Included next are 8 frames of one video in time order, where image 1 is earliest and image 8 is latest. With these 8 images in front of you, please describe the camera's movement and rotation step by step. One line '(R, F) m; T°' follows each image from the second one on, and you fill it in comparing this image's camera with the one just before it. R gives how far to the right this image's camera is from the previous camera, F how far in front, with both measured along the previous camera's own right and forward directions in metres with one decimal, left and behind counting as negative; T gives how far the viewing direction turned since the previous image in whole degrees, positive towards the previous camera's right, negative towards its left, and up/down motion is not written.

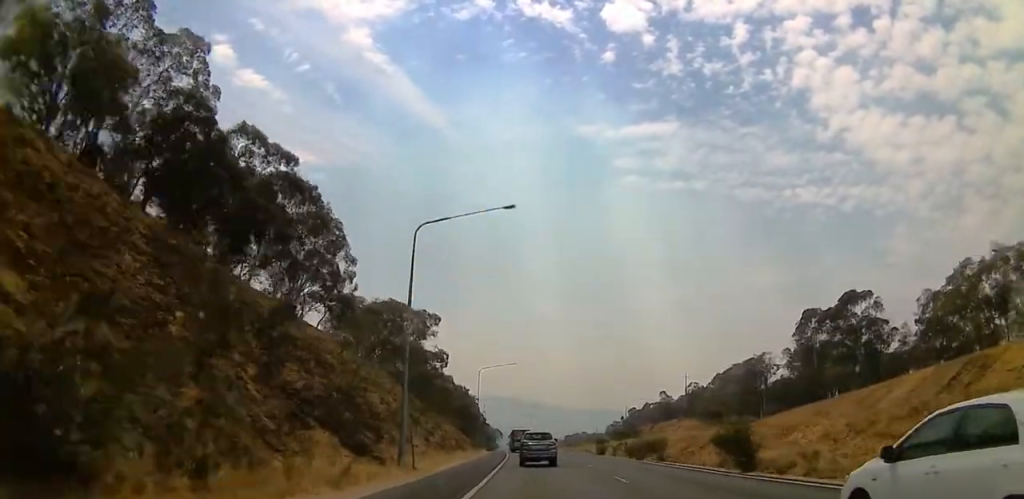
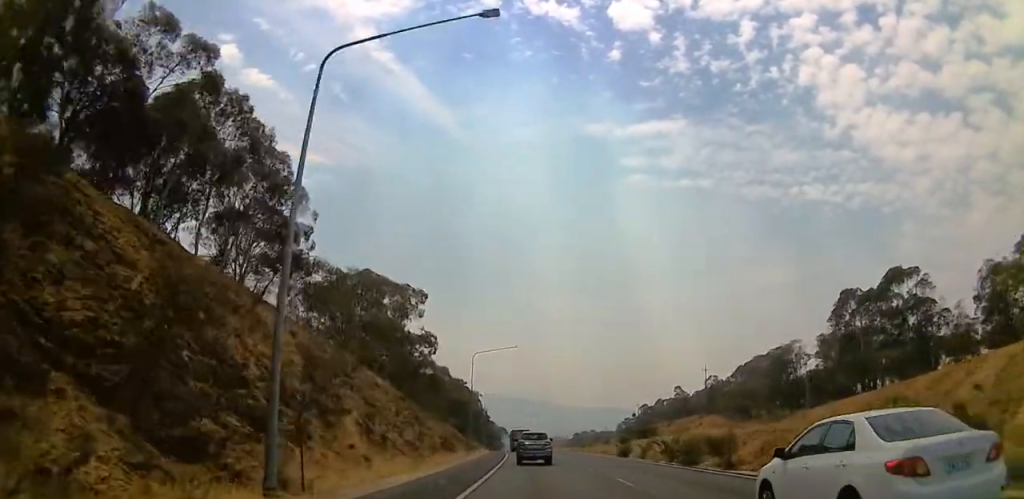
(0.0, +13.5) m; 0°
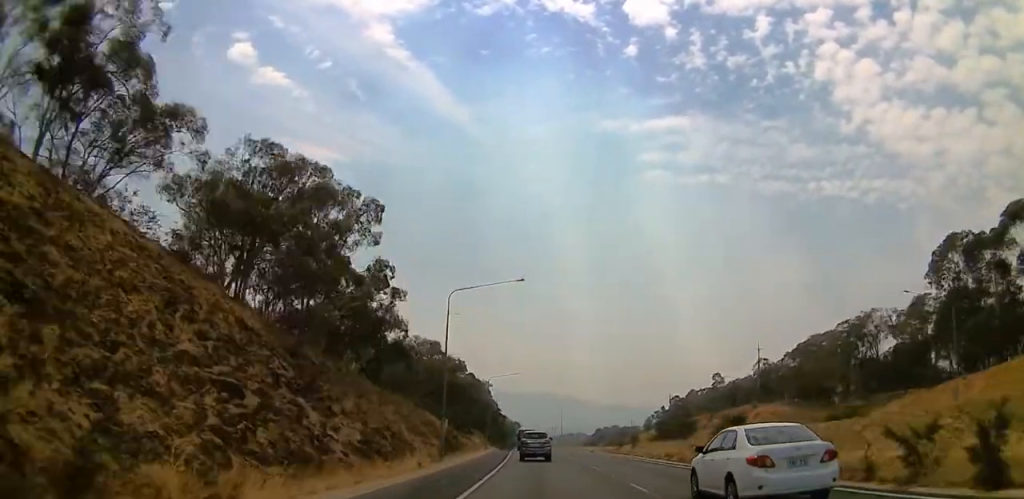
(0.0, +25.8) m; -4°
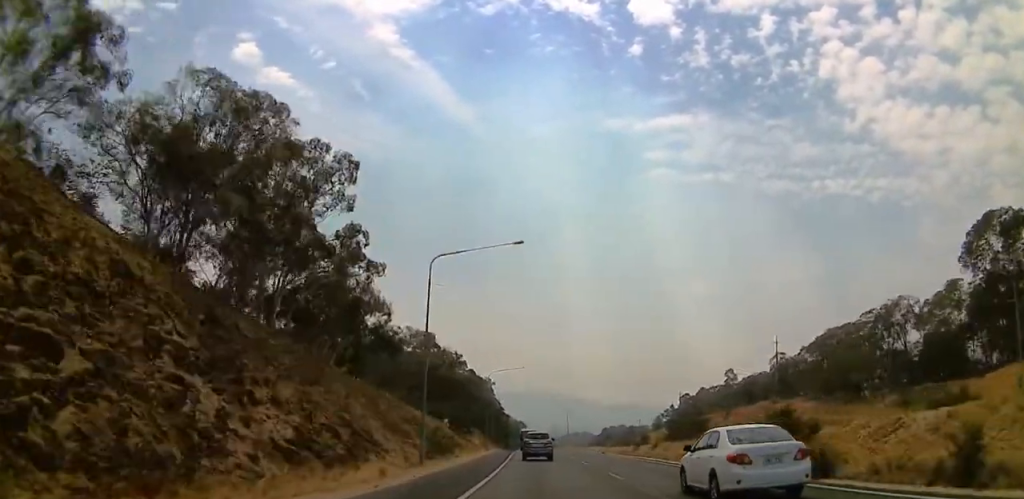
(+0.1, +7.3) m; -1°
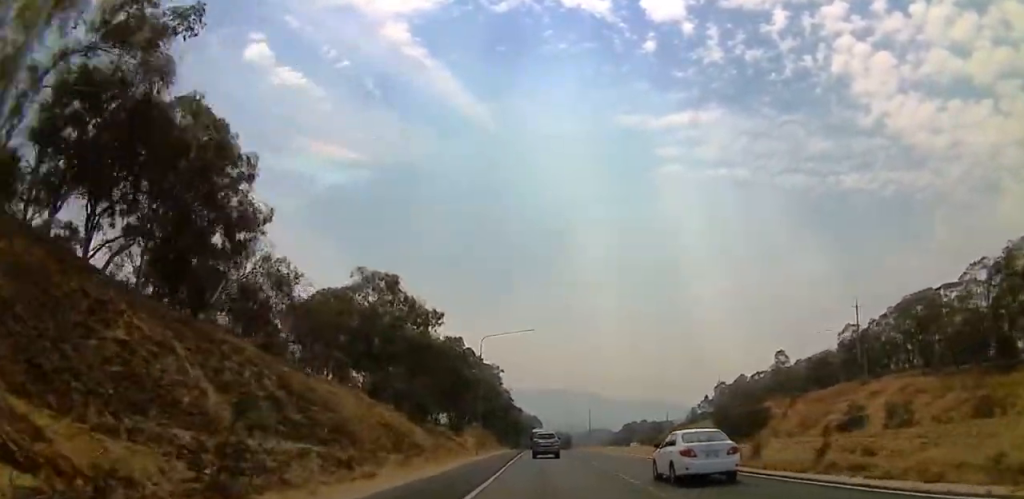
(-0.6, +25.6) m; 0°
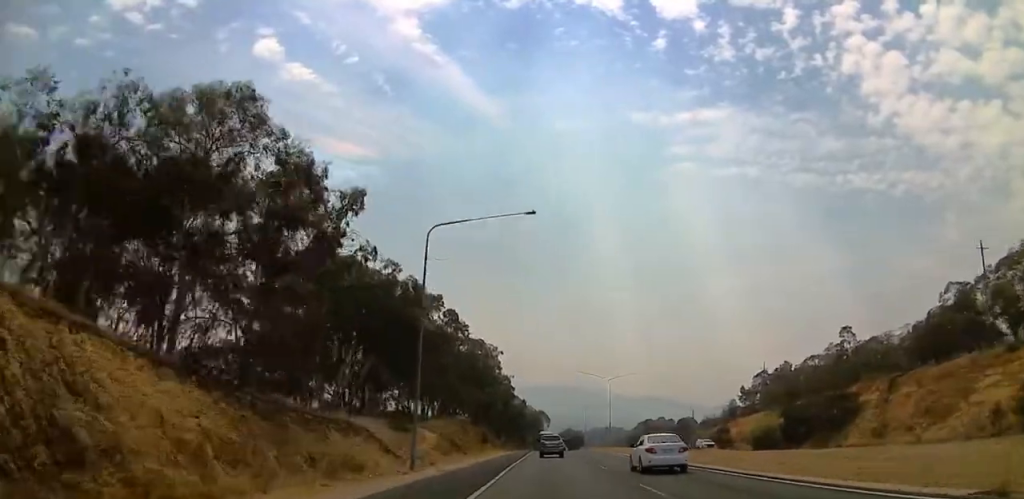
(-0.6, +28.1) m; 0°
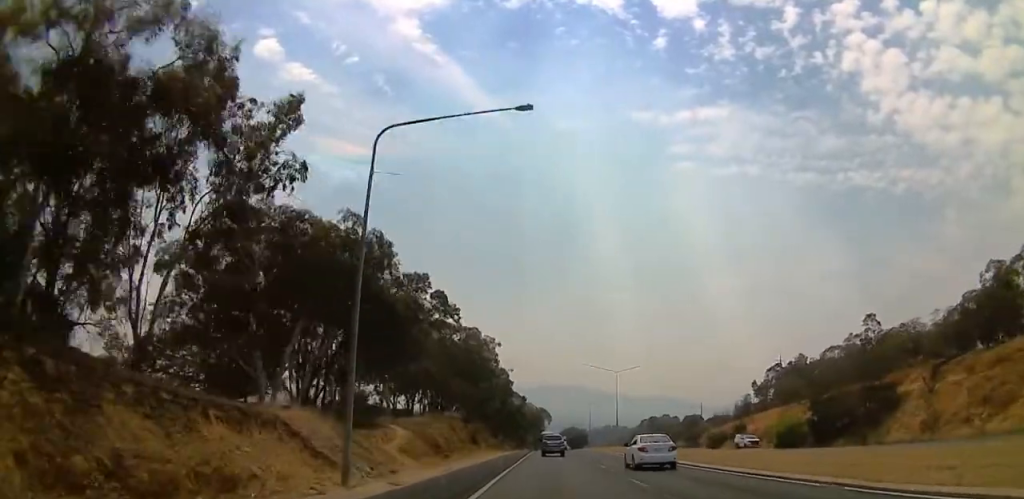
(+0.6, +8.9) m; 0°
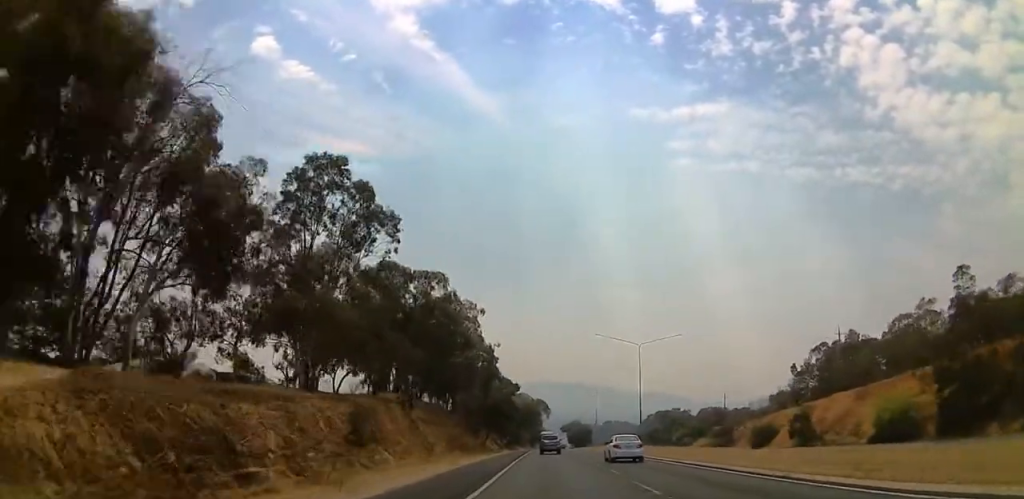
(-0.6, +27.2) m; -4°
